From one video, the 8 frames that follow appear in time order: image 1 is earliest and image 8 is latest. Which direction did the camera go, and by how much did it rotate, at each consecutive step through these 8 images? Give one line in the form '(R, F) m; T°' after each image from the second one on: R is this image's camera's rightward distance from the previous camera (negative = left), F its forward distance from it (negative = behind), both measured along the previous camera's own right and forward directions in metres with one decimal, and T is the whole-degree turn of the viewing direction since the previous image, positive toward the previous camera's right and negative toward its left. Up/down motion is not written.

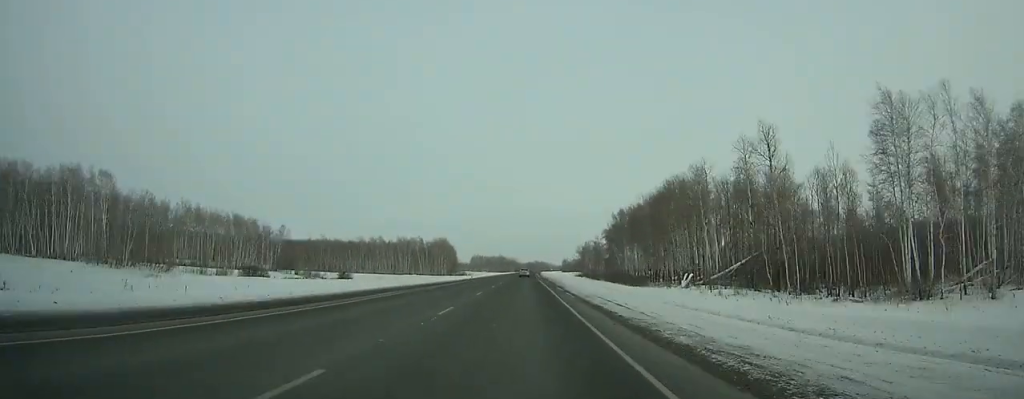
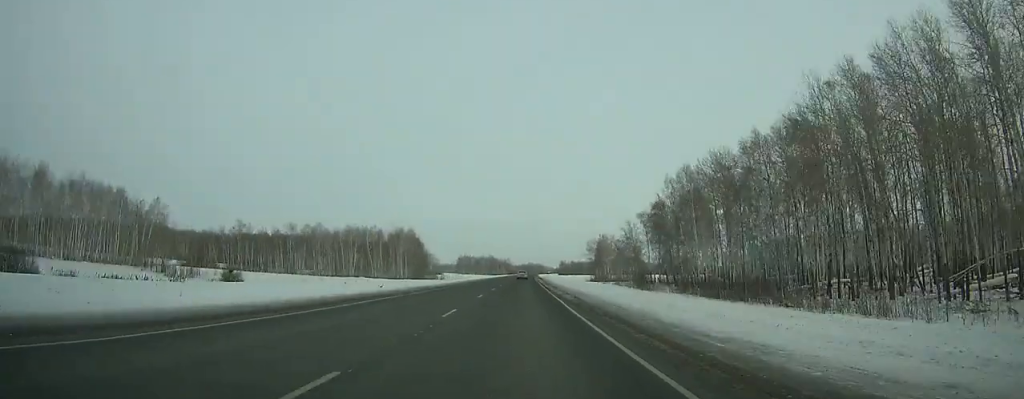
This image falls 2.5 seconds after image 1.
(+0.1, +72.3) m; 0°
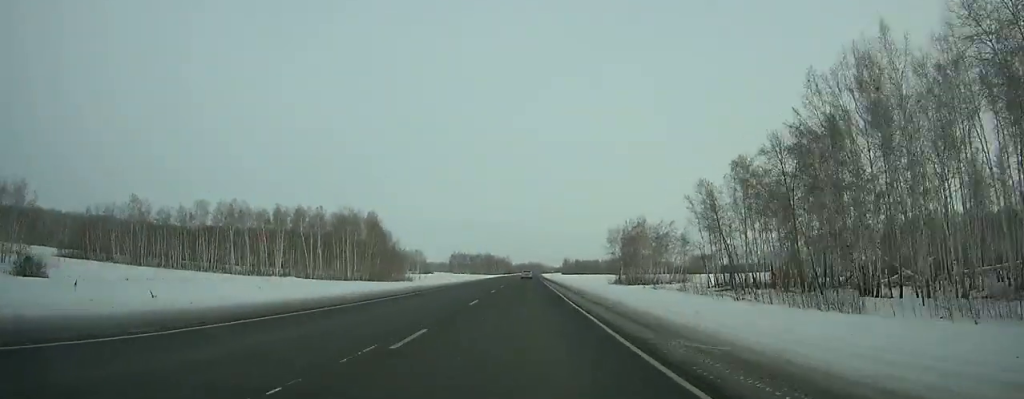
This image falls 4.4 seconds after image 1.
(+0.1, +55.0) m; 0°
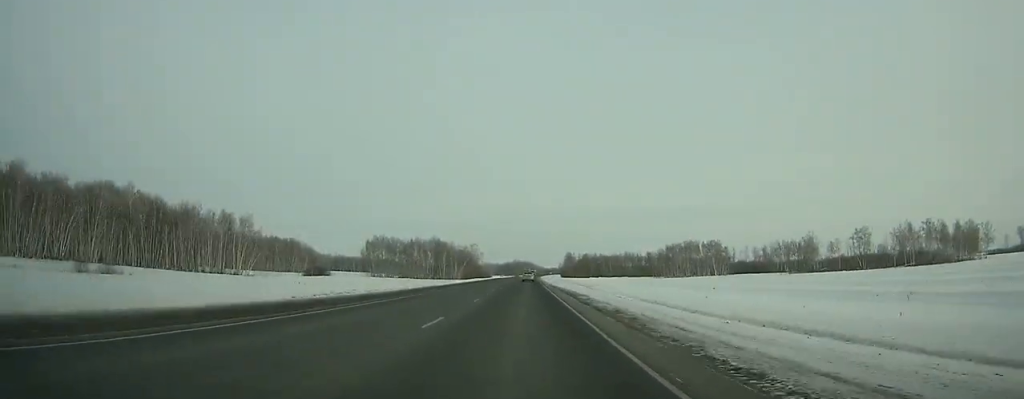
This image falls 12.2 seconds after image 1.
(+3.1, +226.9) m; +1°
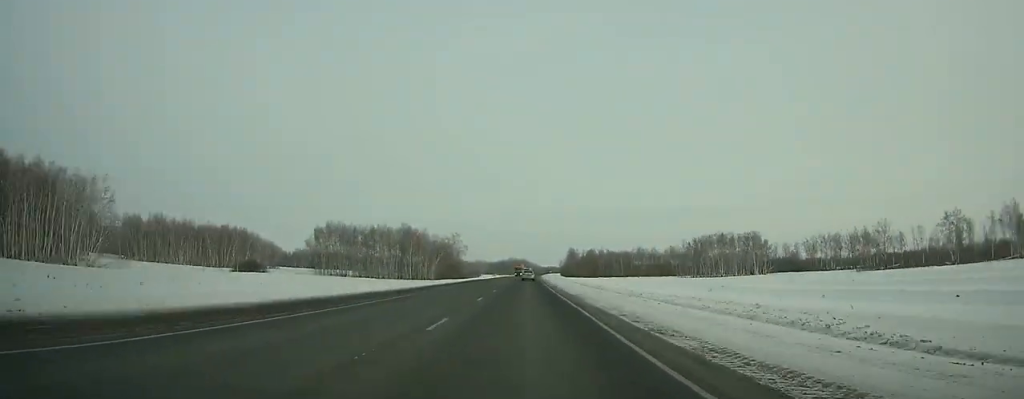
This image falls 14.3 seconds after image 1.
(+0.2, +61.2) m; 0°
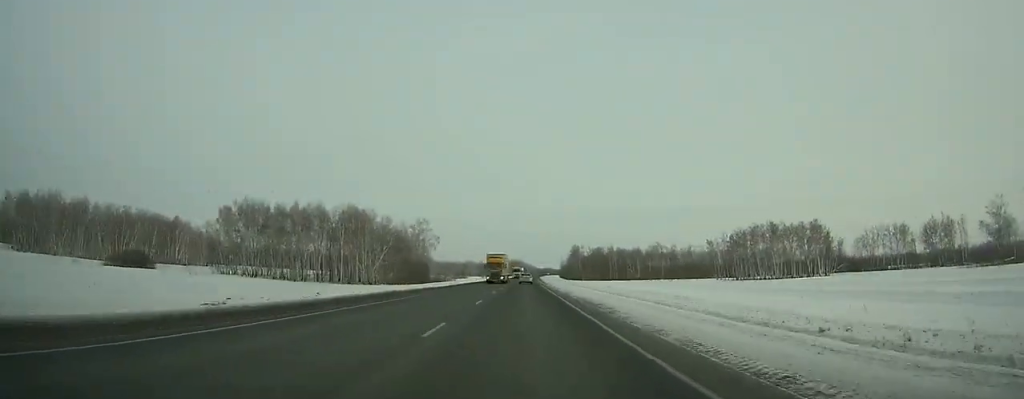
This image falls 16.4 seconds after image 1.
(+0.2, +61.0) m; +1°
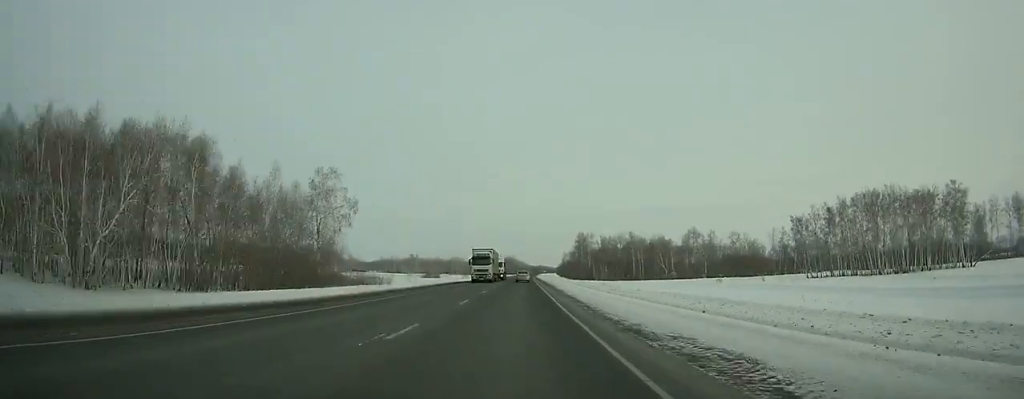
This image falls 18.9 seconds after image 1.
(+0.4, +72.2) m; 0°
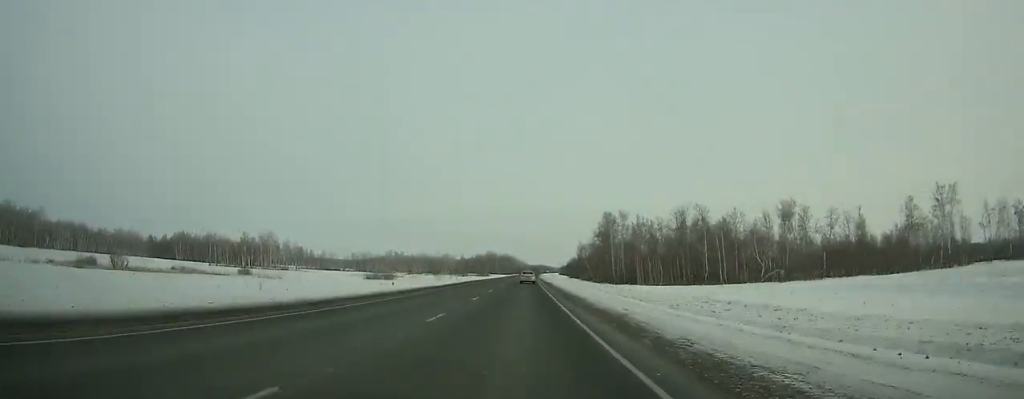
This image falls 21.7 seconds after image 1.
(0.0, +79.7) m; 0°
